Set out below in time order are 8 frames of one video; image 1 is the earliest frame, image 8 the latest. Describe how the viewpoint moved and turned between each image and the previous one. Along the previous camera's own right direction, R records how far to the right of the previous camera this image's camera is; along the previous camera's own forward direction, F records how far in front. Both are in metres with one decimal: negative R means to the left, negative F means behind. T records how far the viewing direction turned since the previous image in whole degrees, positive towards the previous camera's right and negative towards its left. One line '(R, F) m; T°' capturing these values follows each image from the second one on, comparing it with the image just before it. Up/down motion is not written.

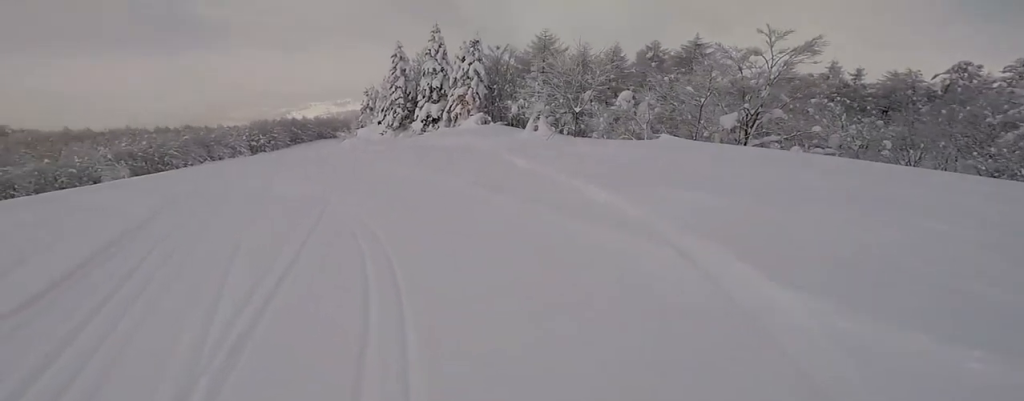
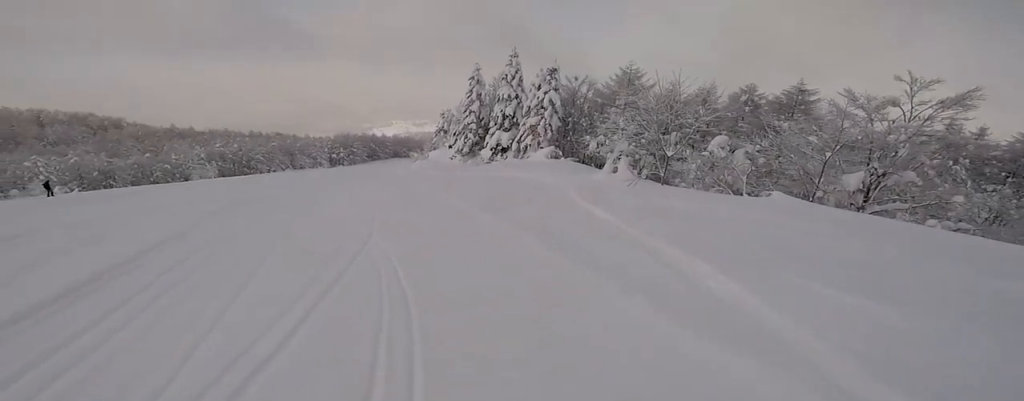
(-0.1, +1.9) m; -11°
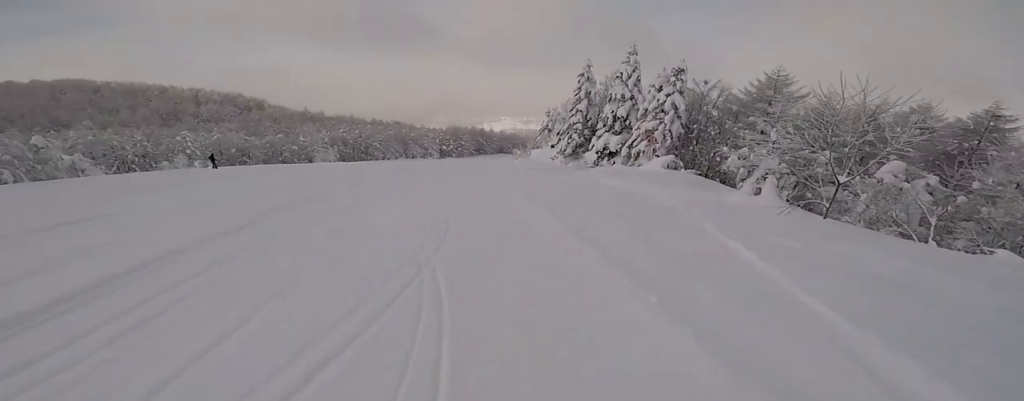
(-0.1, +2.1) m; -18°
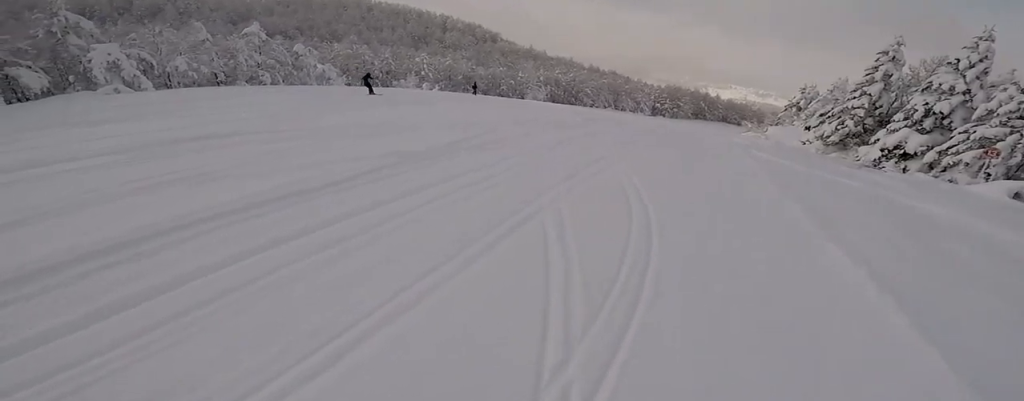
(-1.3, +3.6) m; -21°
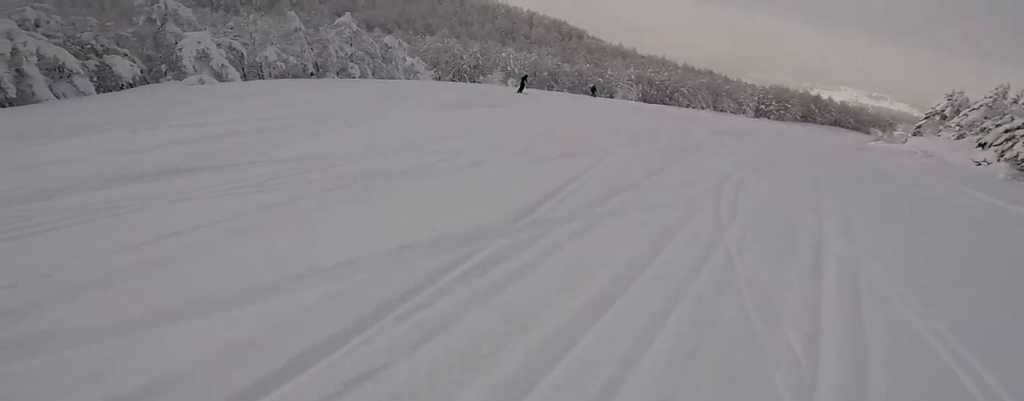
(-0.4, +4.2) m; -4°
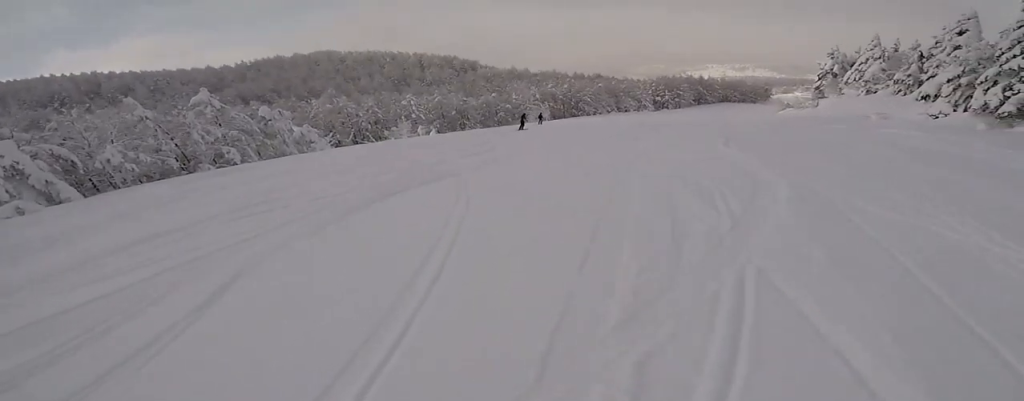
(+0.2, +5.5) m; +2°
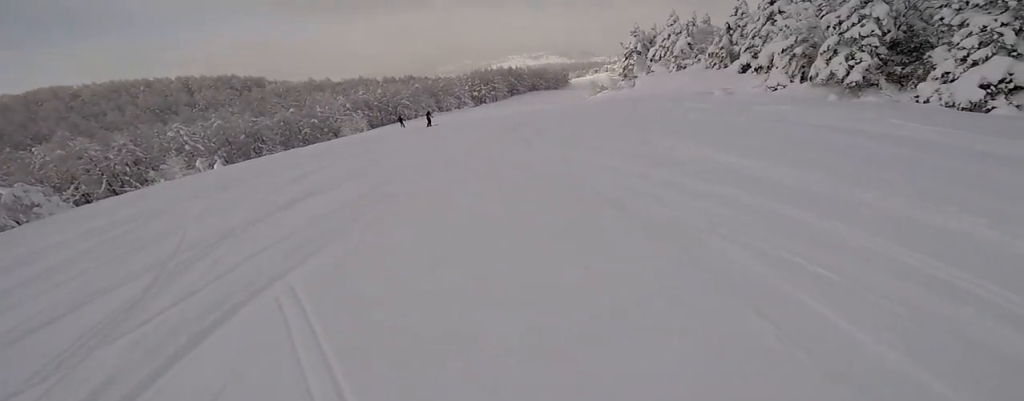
(0.0, +5.7) m; +2°
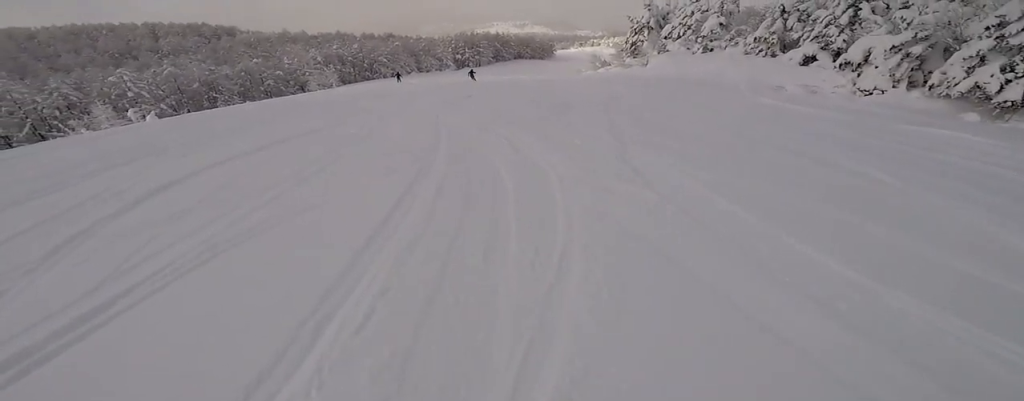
(+0.3, +7.0) m; +5°
